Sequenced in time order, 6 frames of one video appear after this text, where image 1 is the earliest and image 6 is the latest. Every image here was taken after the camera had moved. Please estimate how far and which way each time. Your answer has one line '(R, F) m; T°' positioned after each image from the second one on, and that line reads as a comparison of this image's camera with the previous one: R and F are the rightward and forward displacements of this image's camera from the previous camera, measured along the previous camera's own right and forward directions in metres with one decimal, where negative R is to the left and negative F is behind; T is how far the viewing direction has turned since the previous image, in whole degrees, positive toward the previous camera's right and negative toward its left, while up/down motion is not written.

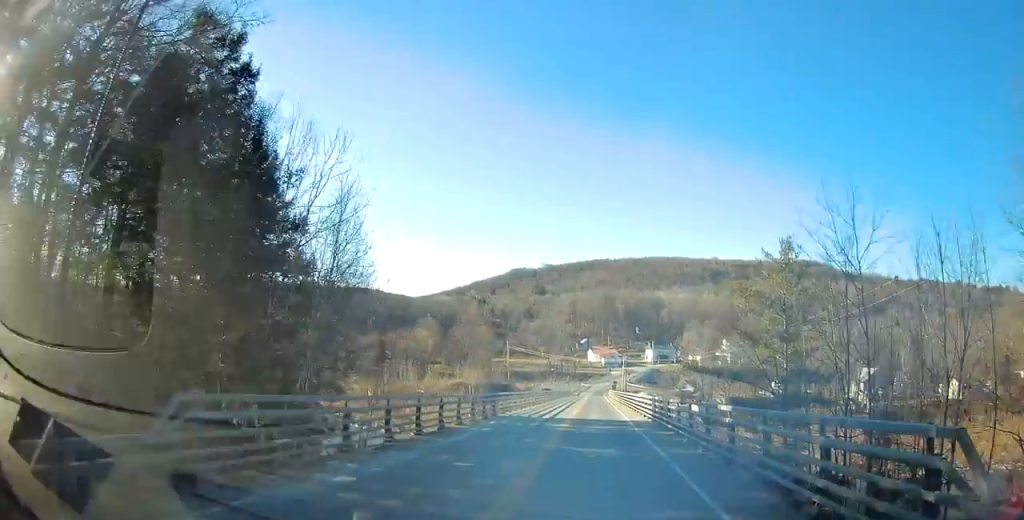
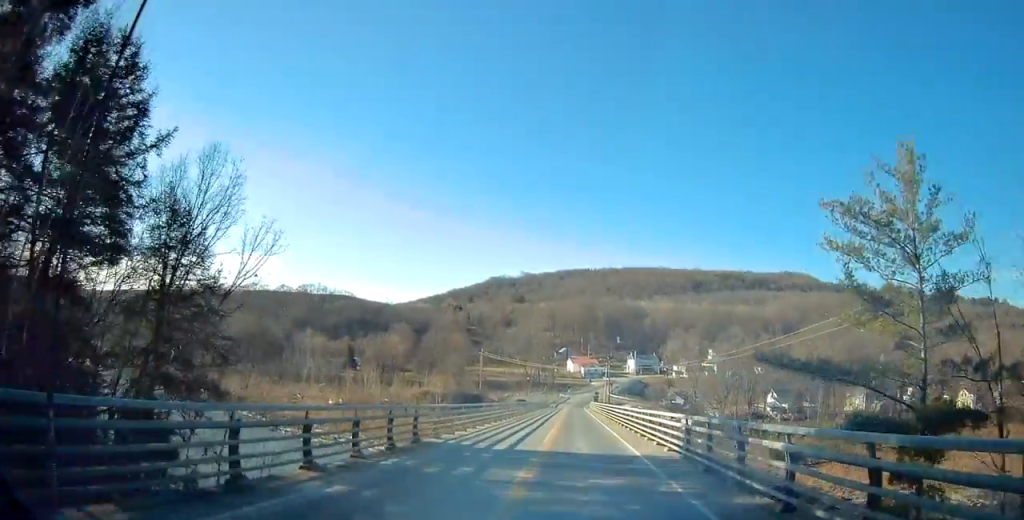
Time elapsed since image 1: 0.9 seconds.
(+0.2, +13.5) m; +2°
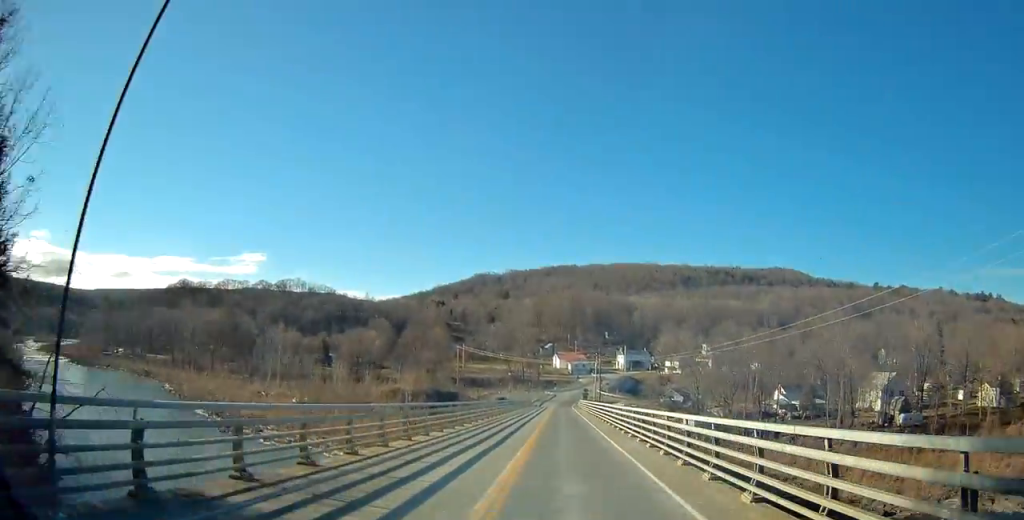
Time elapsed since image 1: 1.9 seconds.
(+0.2, +14.0) m; +1°
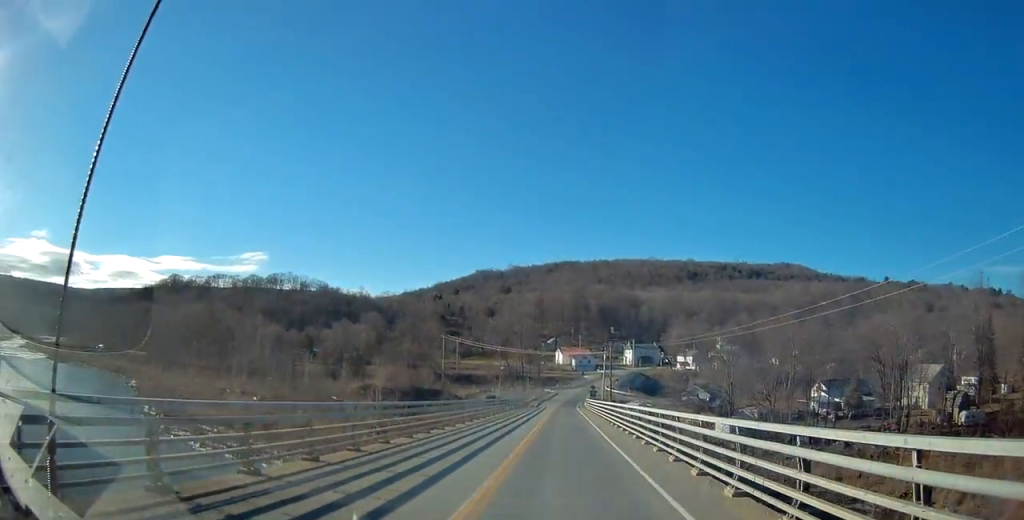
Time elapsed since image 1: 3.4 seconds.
(0.0, +20.7) m; -1°
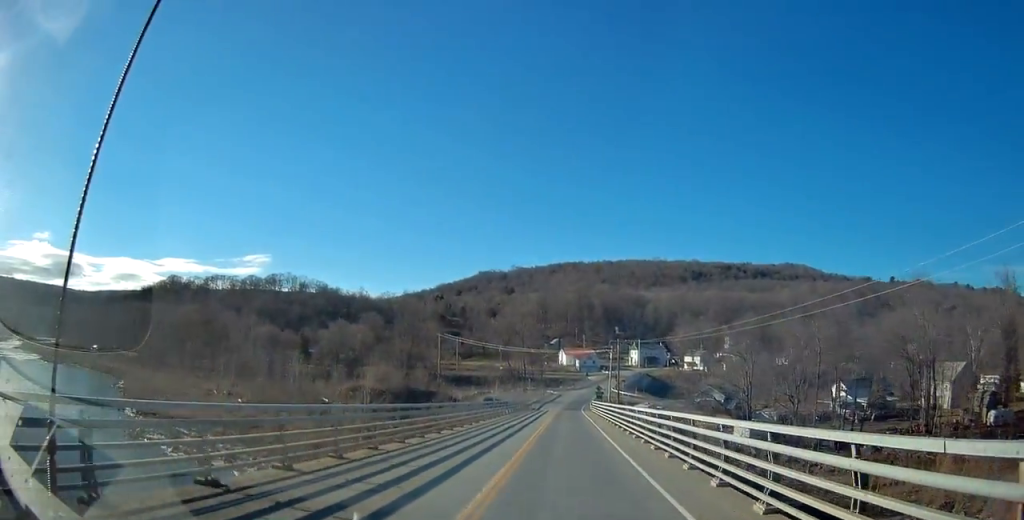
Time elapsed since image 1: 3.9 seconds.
(-0.1, +7.7) m; 0°
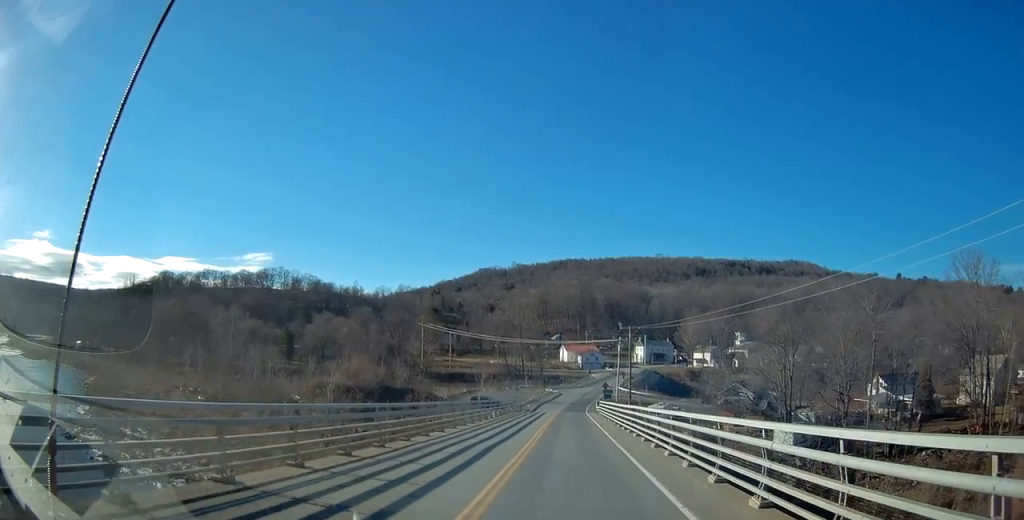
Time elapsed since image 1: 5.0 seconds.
(+0.1, +14.7) m; +1°
